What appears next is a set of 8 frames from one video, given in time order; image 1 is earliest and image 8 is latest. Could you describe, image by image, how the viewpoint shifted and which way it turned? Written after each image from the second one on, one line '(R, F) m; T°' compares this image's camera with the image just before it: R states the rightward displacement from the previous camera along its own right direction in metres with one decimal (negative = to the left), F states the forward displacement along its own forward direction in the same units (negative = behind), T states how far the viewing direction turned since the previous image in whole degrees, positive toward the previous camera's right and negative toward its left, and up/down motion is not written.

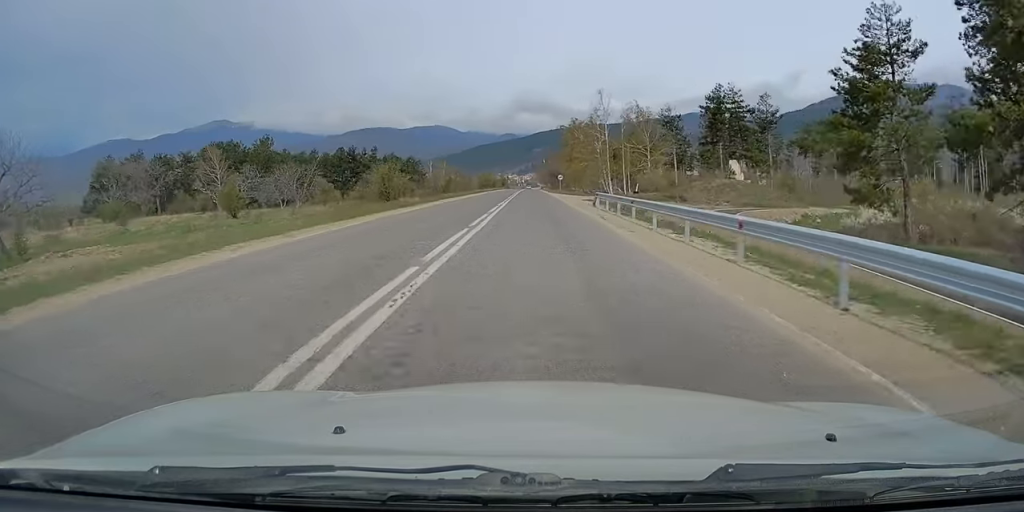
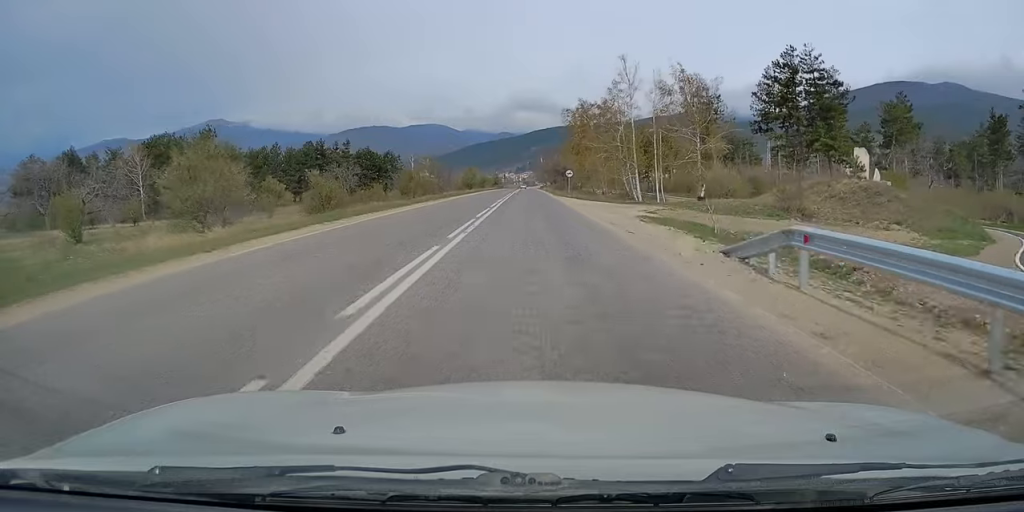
(-0.1, +26.9) m; -1°
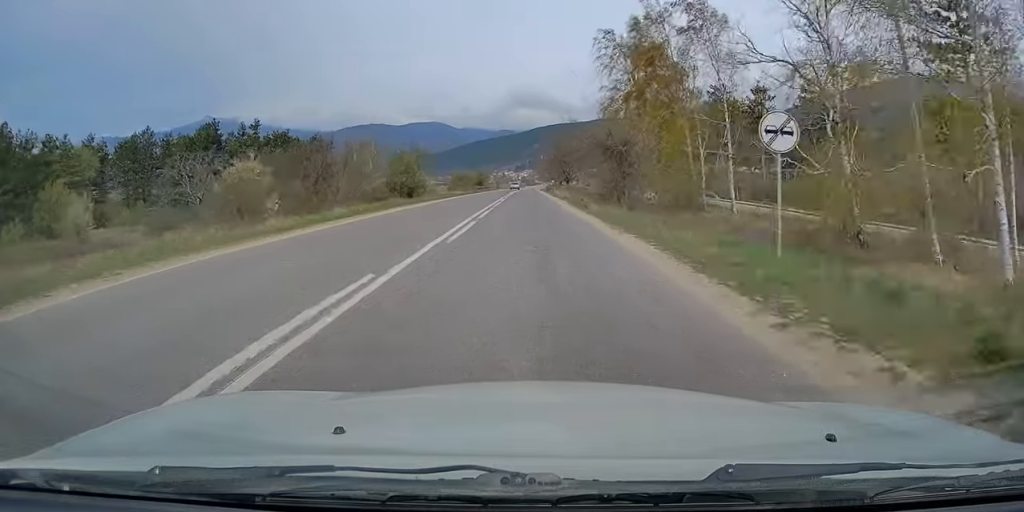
(+0.3, +57.3) m; 0°
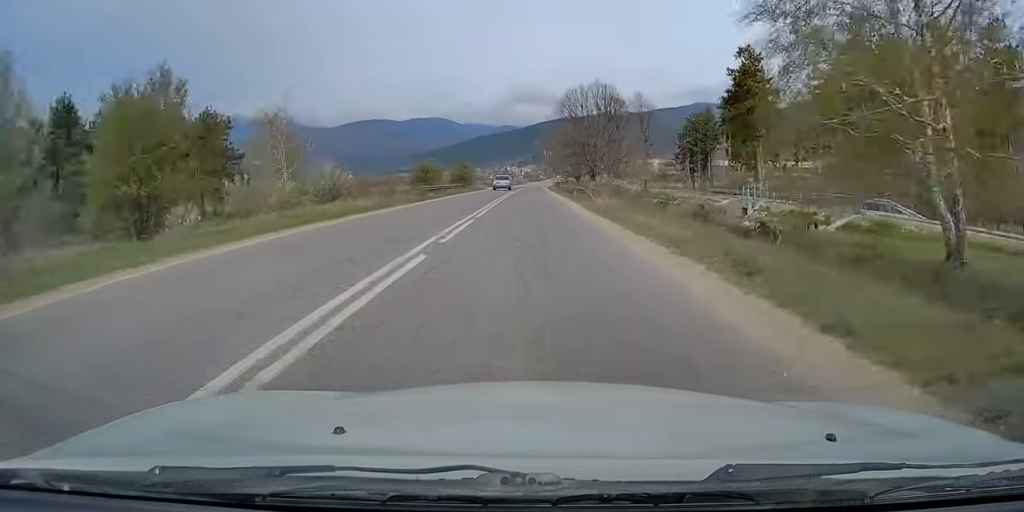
(-0.1, +40.0) m; 0°
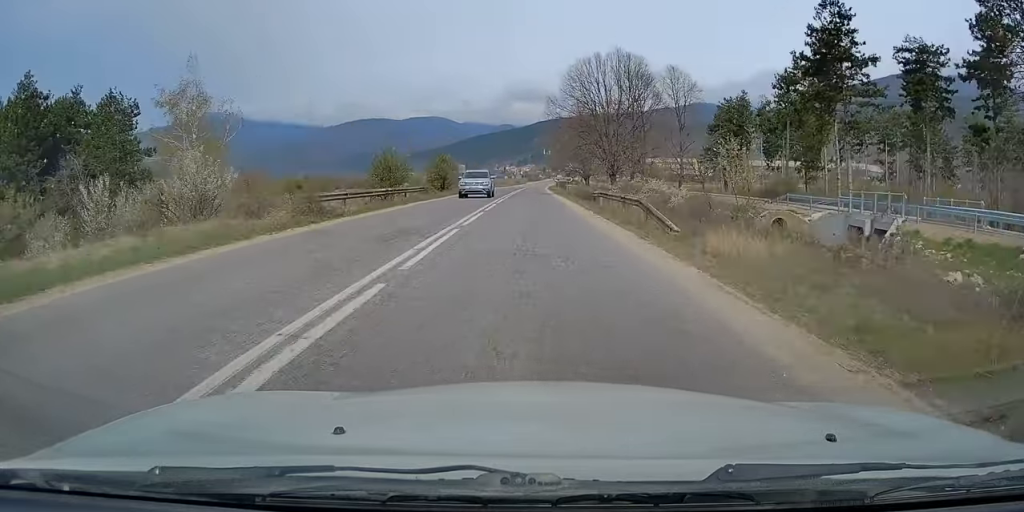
(+0.1, +18.6) m; 0°
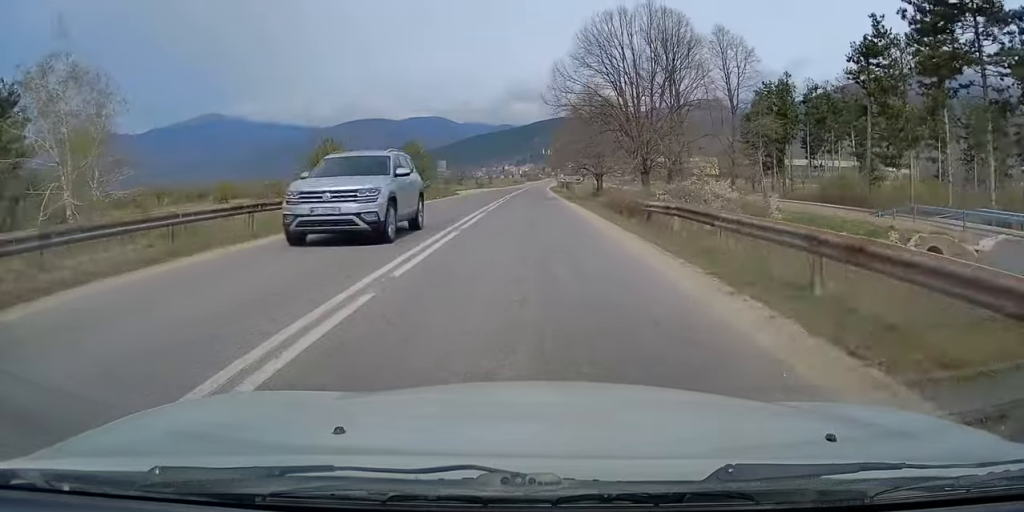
(-0.1, +15.6) m; 0°
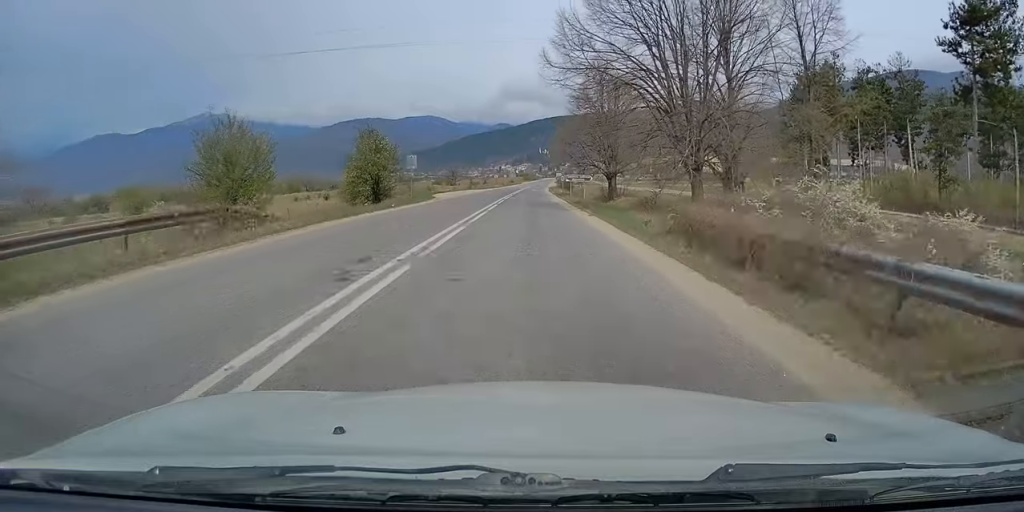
(+0.1, +12.7) m; 0°
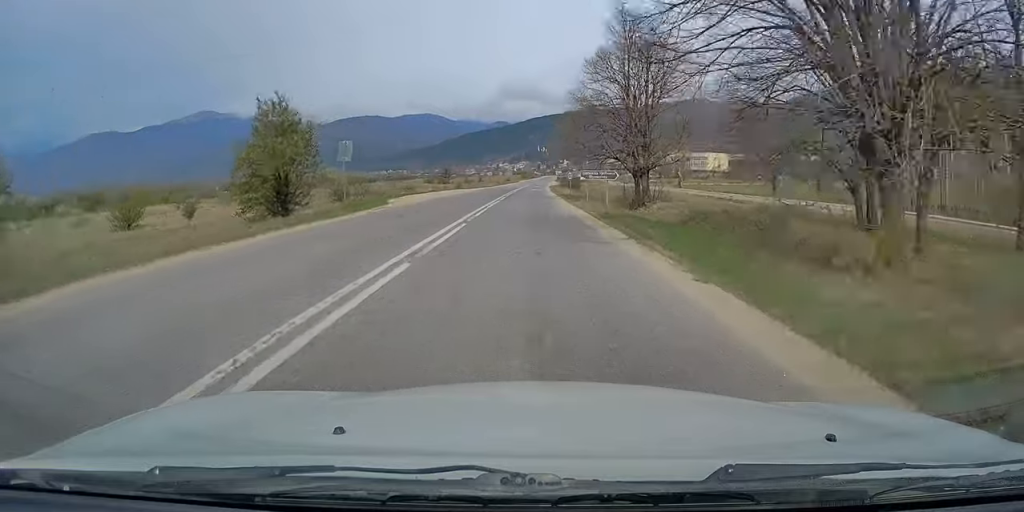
(+0.1, +15.2) m; 0°
